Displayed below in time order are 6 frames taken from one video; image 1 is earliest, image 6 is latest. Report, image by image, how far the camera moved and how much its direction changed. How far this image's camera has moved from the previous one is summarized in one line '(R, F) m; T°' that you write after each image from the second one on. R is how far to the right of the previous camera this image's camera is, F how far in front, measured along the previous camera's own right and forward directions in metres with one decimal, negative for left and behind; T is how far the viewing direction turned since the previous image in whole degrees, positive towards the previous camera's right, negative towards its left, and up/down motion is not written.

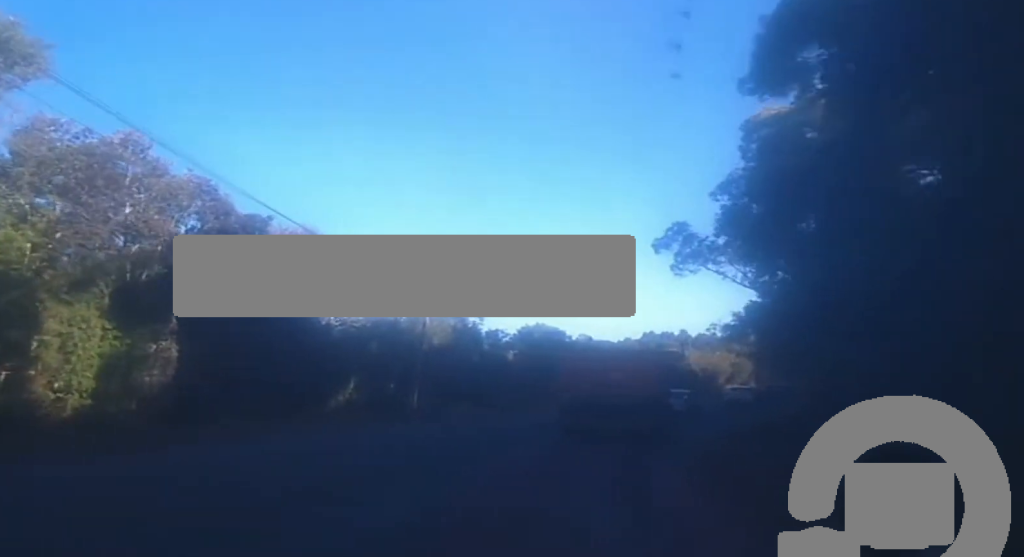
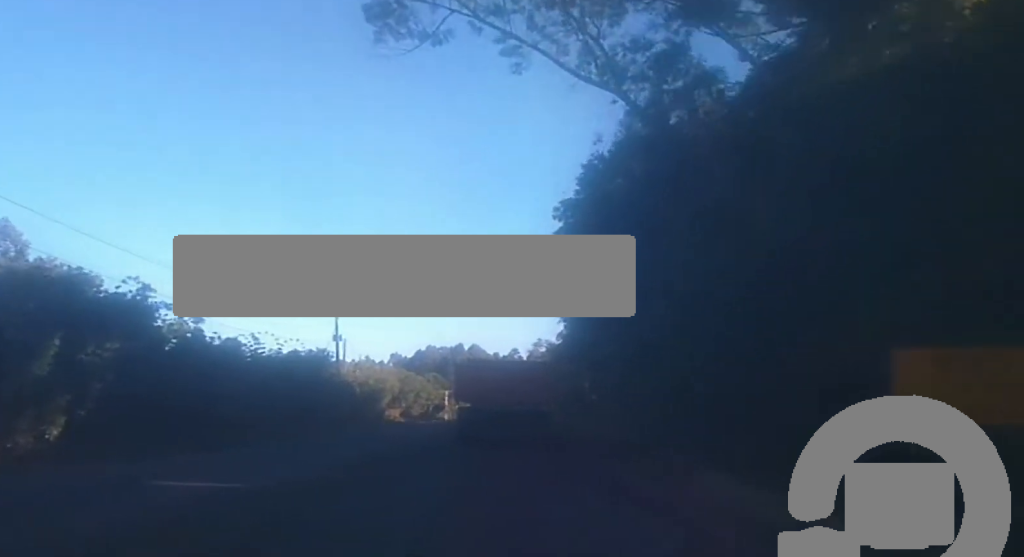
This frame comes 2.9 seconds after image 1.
(+3.3, +44.2) m; +14°
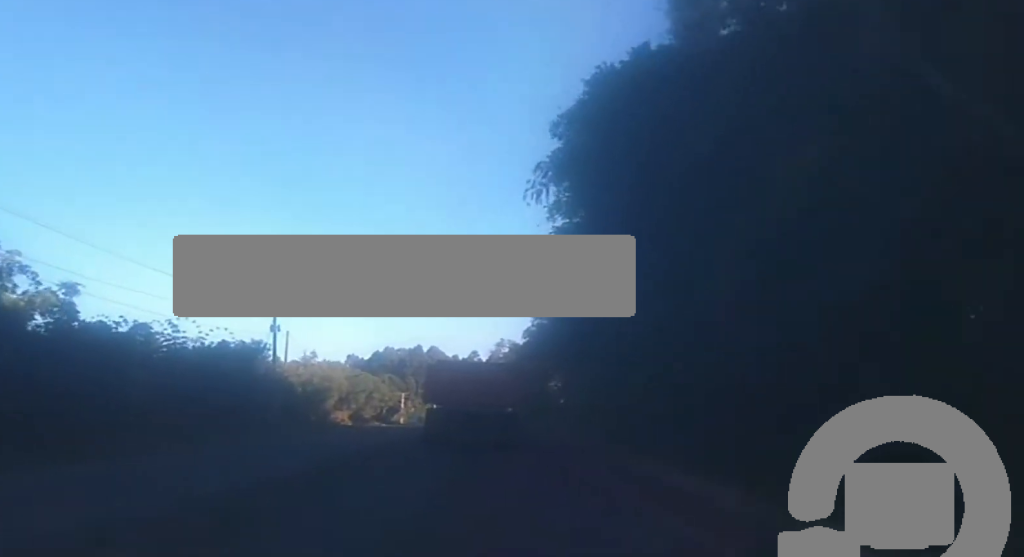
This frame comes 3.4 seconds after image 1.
(+0.5, +8.3) m; +3°
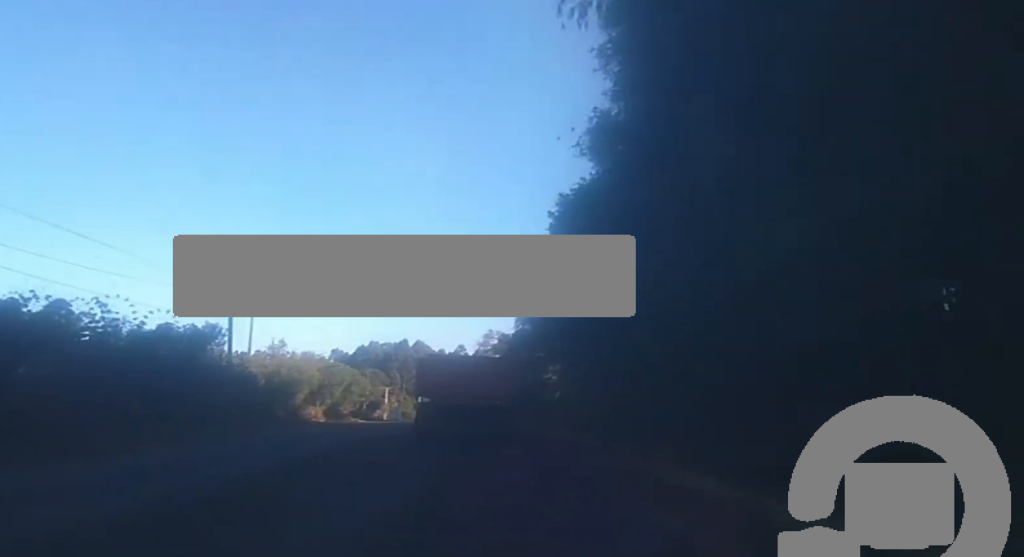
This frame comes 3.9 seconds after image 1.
(+0.4, +7.8) m; +2°
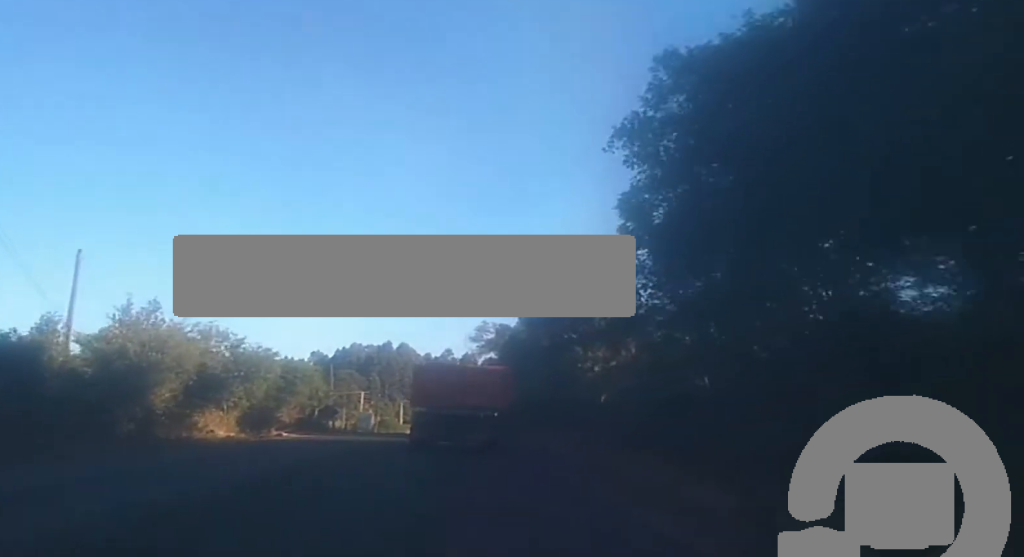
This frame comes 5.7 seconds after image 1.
(+0.3, +26.8) m; +2°
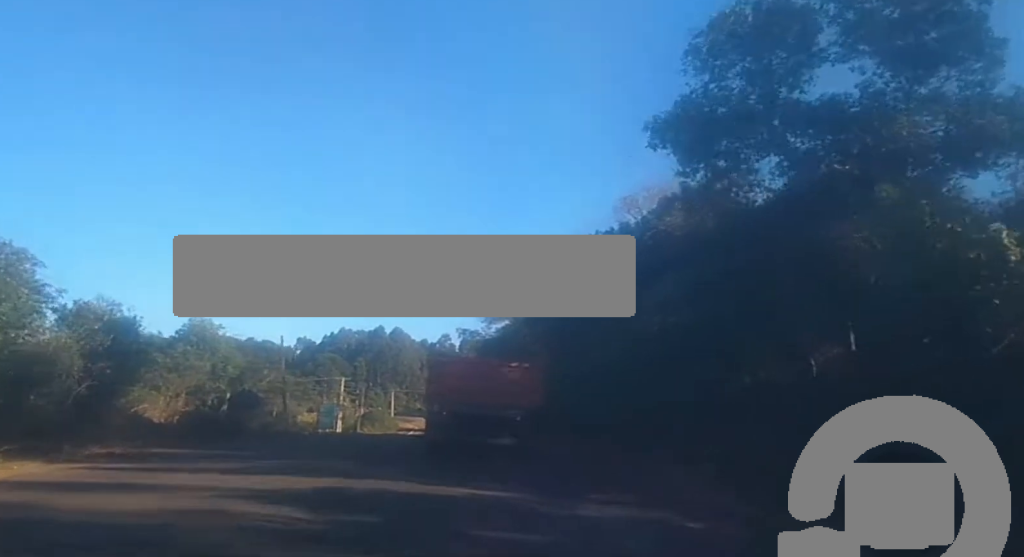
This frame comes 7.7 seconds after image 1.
(+1.1, +31.0) m; +4°
